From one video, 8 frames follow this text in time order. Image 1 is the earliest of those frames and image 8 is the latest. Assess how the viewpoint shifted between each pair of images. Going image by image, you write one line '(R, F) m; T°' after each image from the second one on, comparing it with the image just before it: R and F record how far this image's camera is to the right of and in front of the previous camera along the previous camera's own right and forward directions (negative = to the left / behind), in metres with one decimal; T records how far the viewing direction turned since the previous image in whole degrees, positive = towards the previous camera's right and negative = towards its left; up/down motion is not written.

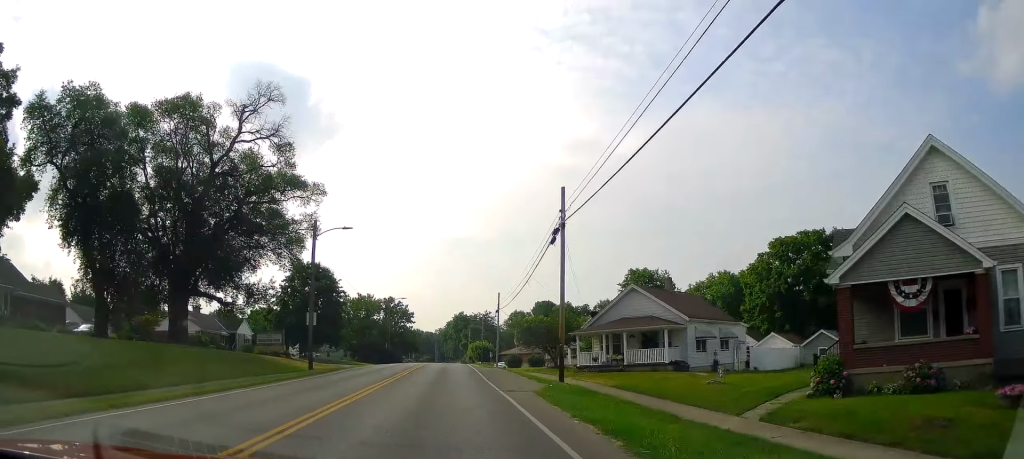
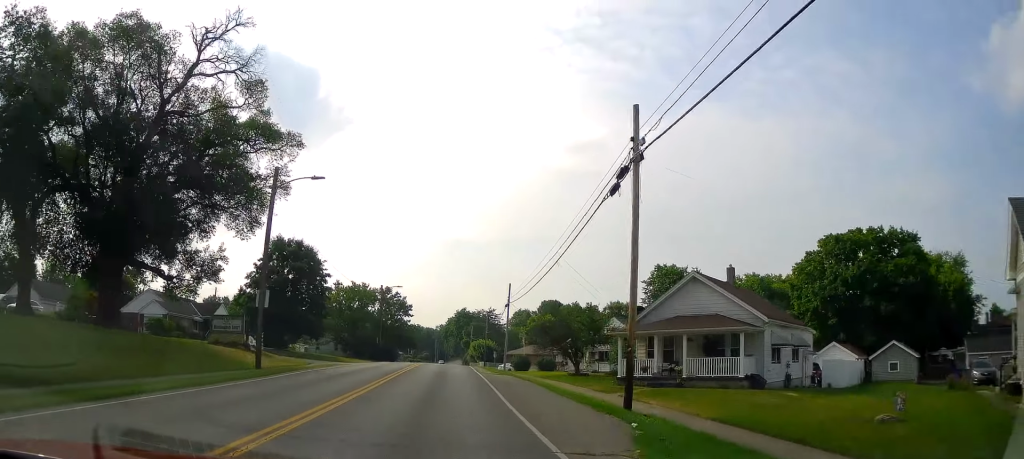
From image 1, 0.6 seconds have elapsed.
(+0.1, +10.1) m; -1°
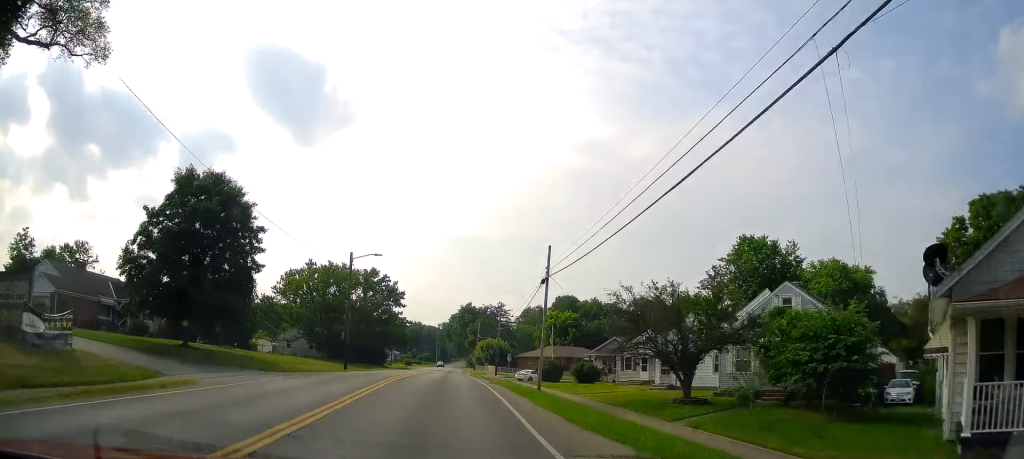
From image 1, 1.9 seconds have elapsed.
(-0.3, +22.9) m; 0°
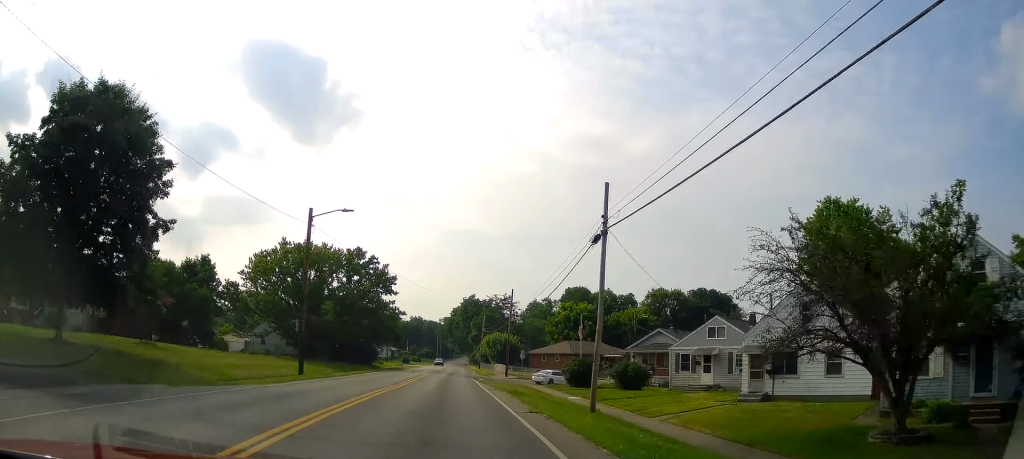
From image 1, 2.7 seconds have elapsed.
(+0.2, +13.9) m; 0°
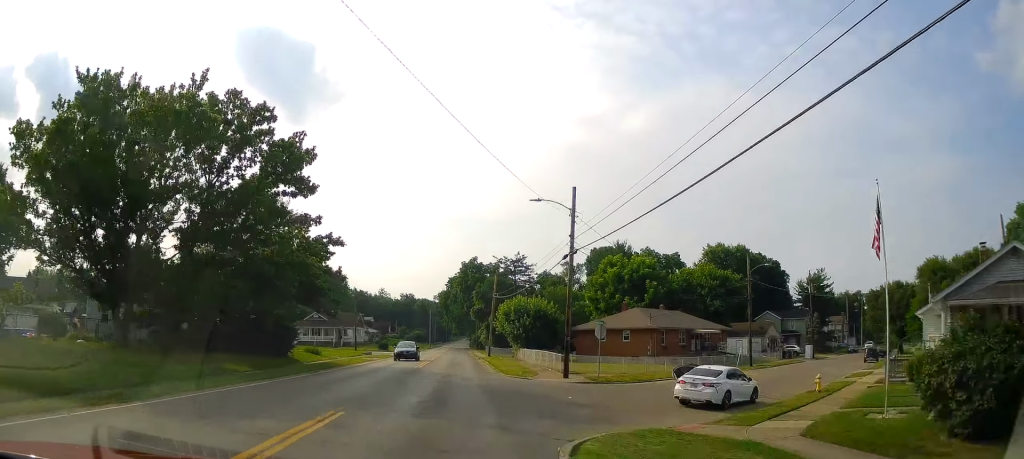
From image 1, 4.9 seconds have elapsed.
(+0.3, +39.0) m; +2°
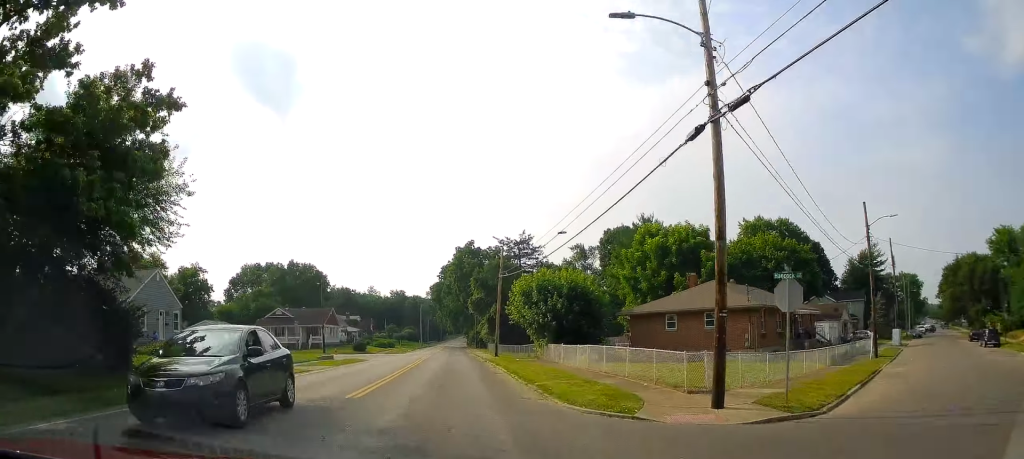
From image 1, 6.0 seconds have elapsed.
(0.0, +20.0) m; 0°
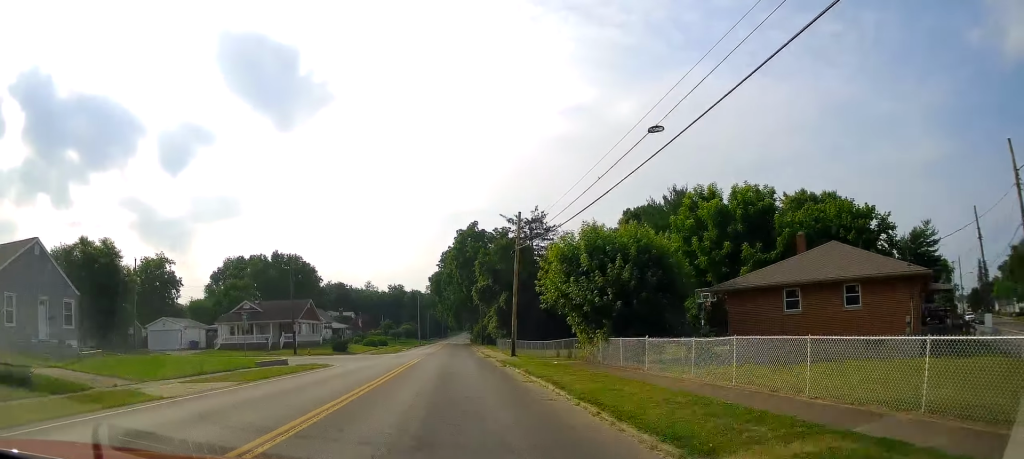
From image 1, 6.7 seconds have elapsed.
(+0.1, +14.6) m; 0°
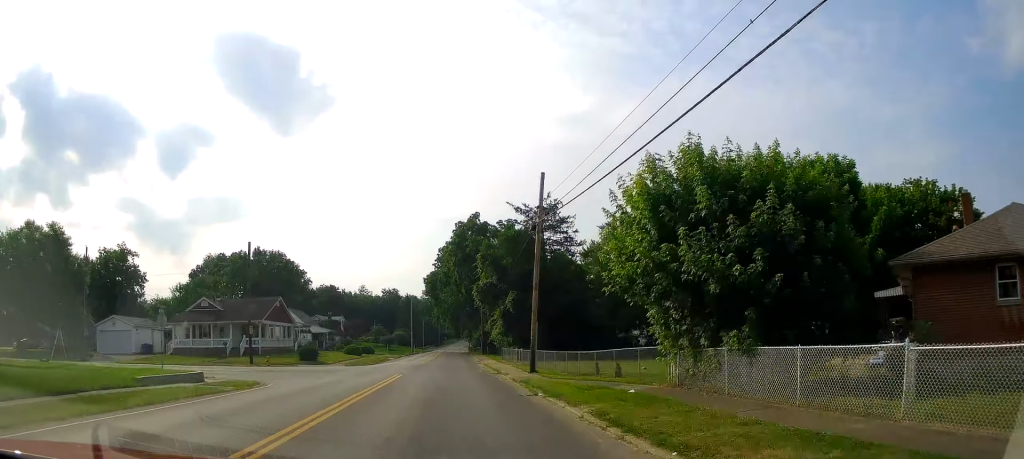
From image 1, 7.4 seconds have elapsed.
(-0.5, +12.1) m; +1°
